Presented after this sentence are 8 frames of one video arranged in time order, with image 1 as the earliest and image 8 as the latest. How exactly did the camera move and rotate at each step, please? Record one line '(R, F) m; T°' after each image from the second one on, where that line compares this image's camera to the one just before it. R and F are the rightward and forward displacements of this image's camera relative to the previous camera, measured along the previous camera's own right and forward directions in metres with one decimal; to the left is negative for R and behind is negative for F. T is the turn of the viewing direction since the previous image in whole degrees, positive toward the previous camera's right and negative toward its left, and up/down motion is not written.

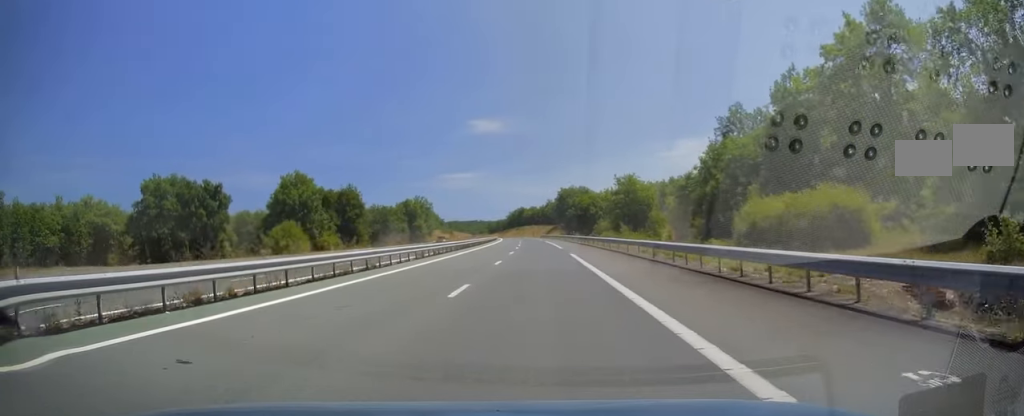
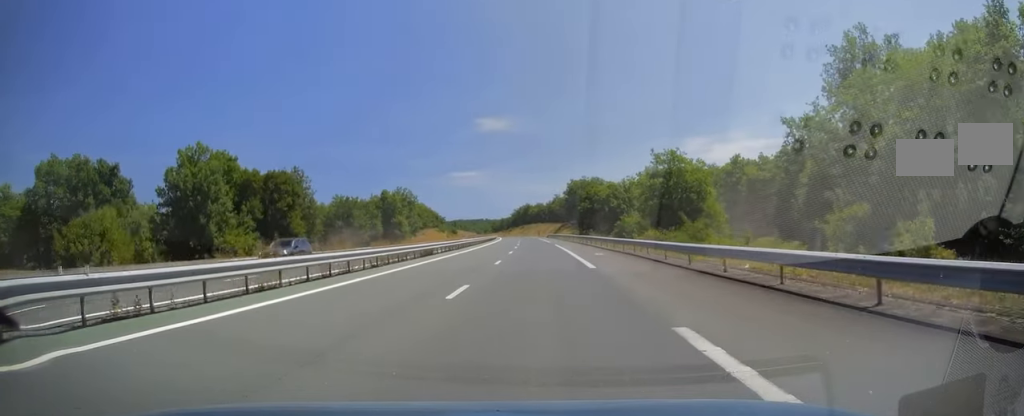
(+0.4, +26.5) m; -1°
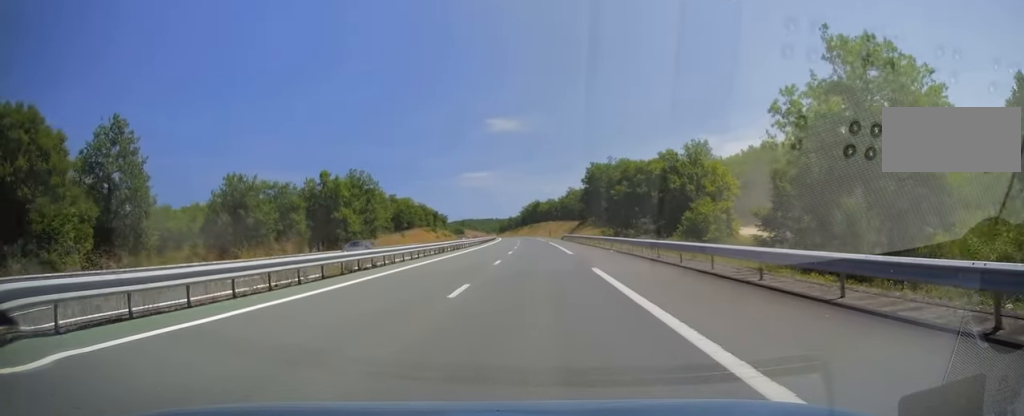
(-1.1, +38.8) m; -2°
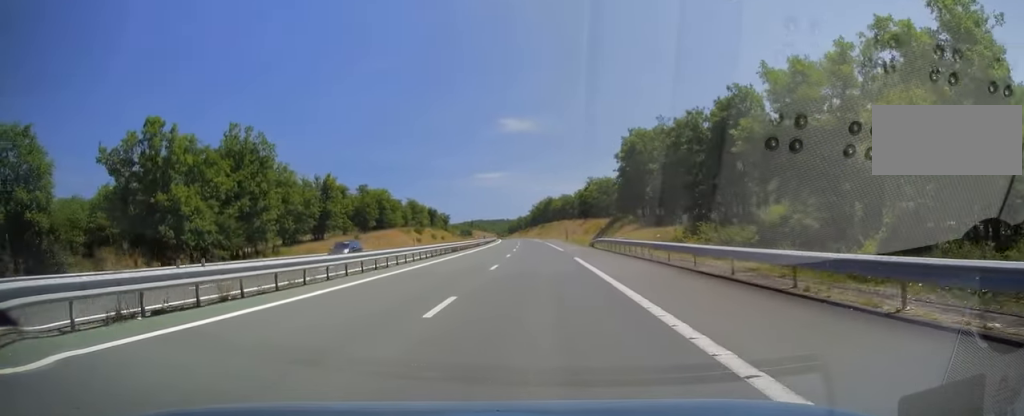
(0.0, +41.8) m; -1°
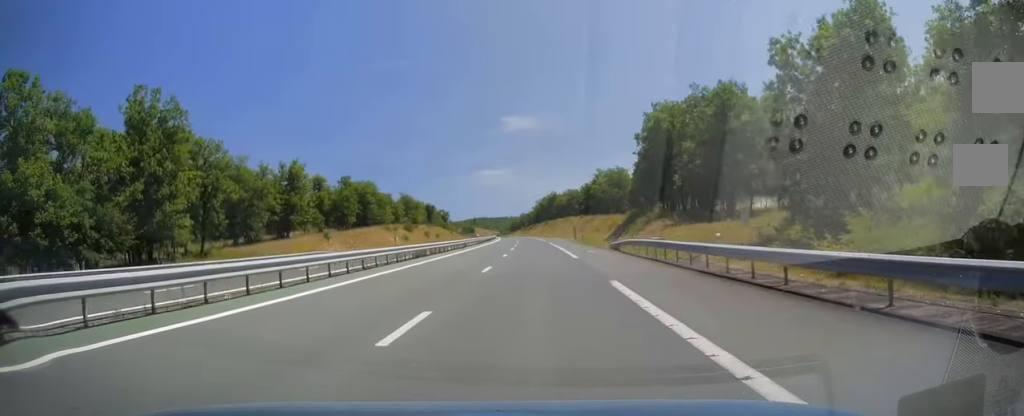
(0.0, +15.7) m; -1°
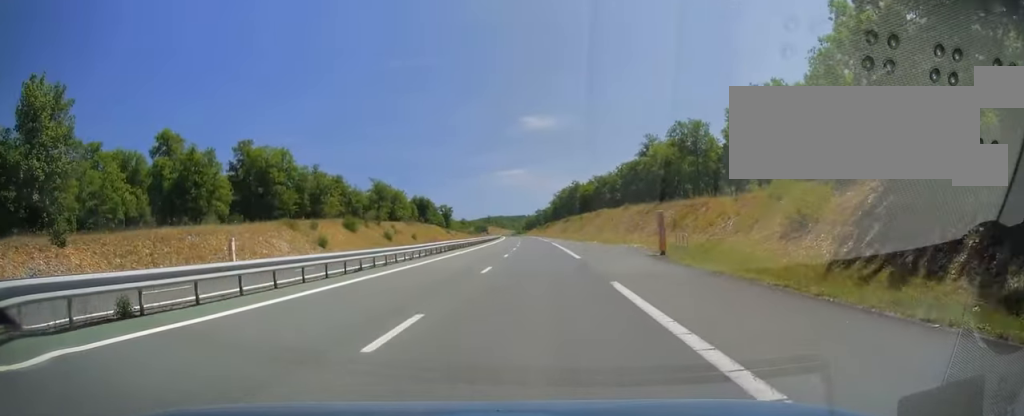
(-0.6, +52.4) m; -1°
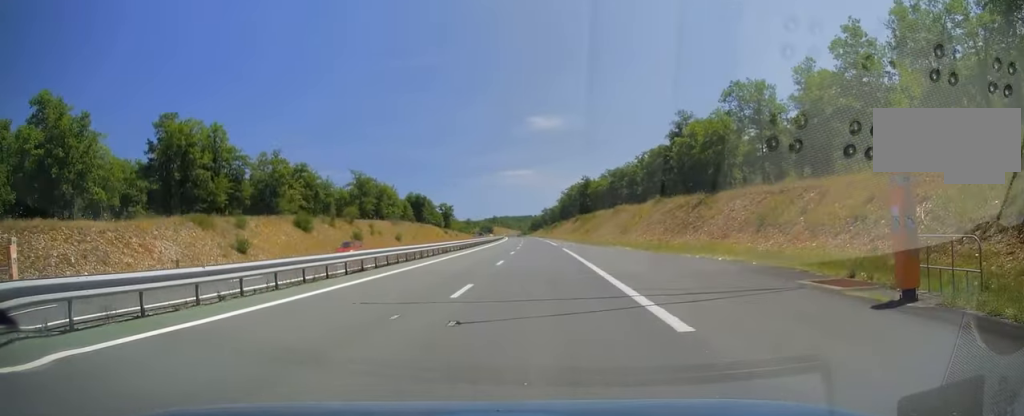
(-0.3, +20.1) m; -1°
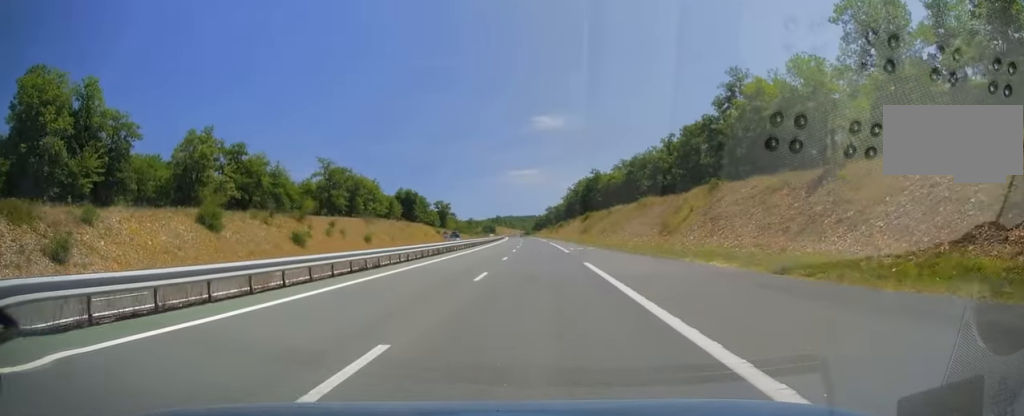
(-0.1, +21.5) m; -1°
